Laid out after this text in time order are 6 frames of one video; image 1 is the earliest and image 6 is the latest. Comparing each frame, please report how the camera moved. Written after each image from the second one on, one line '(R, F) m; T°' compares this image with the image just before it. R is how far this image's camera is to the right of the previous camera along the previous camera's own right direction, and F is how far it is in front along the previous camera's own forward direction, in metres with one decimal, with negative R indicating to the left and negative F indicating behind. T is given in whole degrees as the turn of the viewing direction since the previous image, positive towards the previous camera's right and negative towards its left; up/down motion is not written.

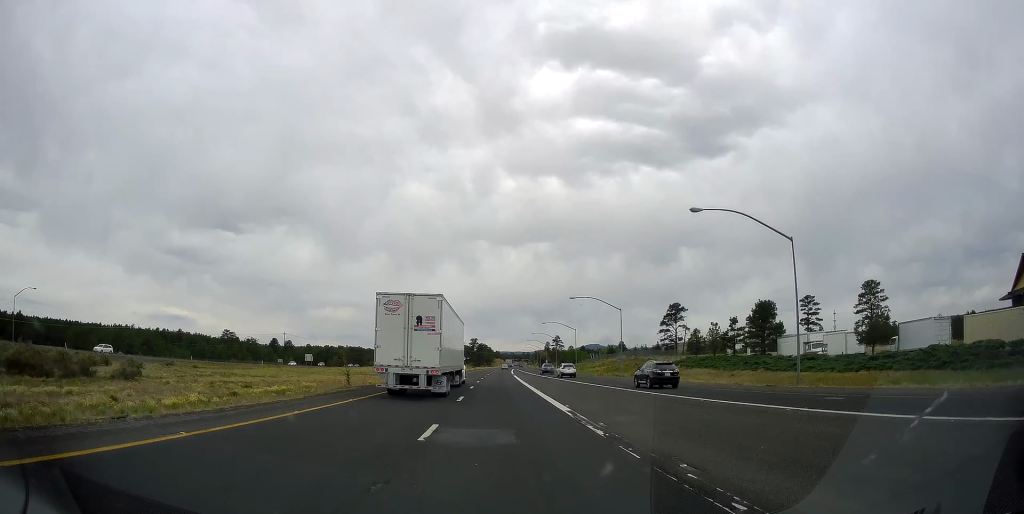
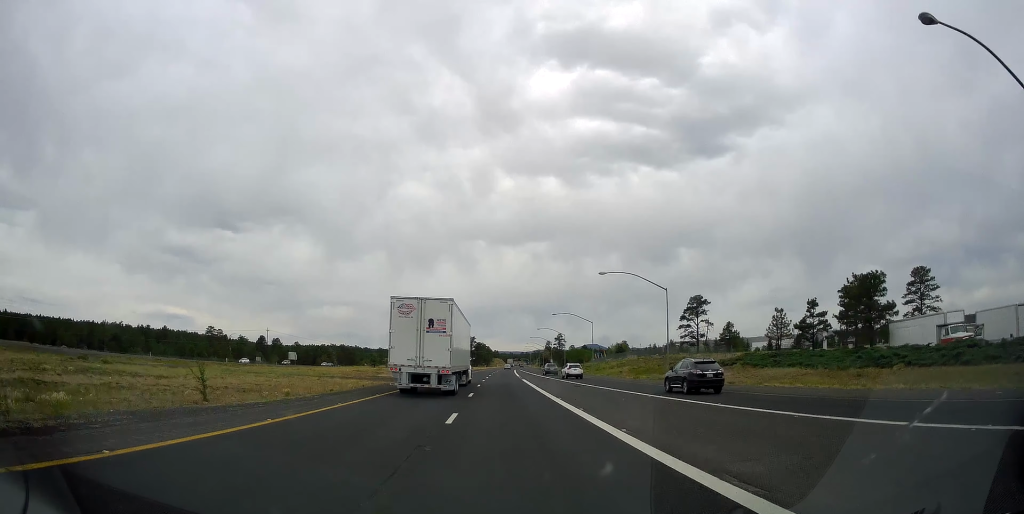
(+0.2, +21.2) m; +1°
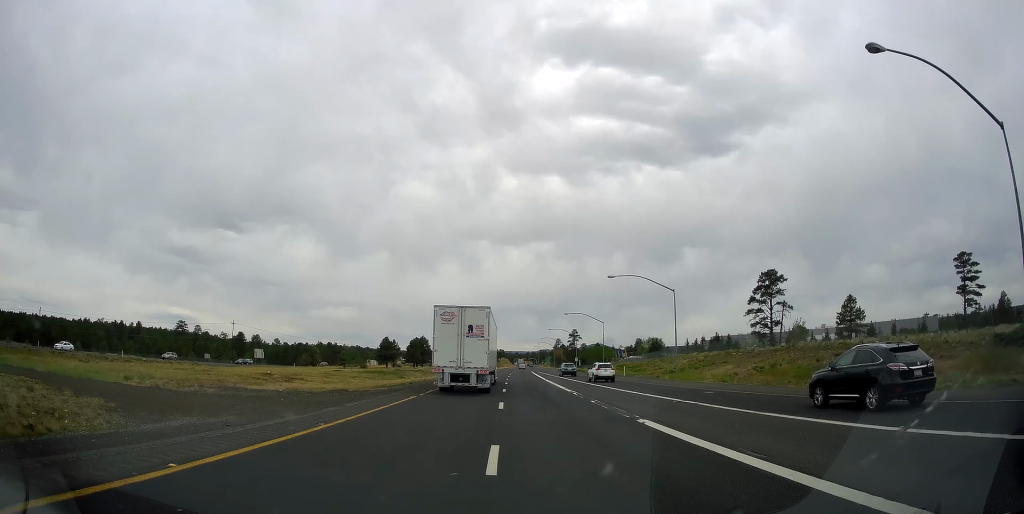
(-0.2, +43.4) m; -1°
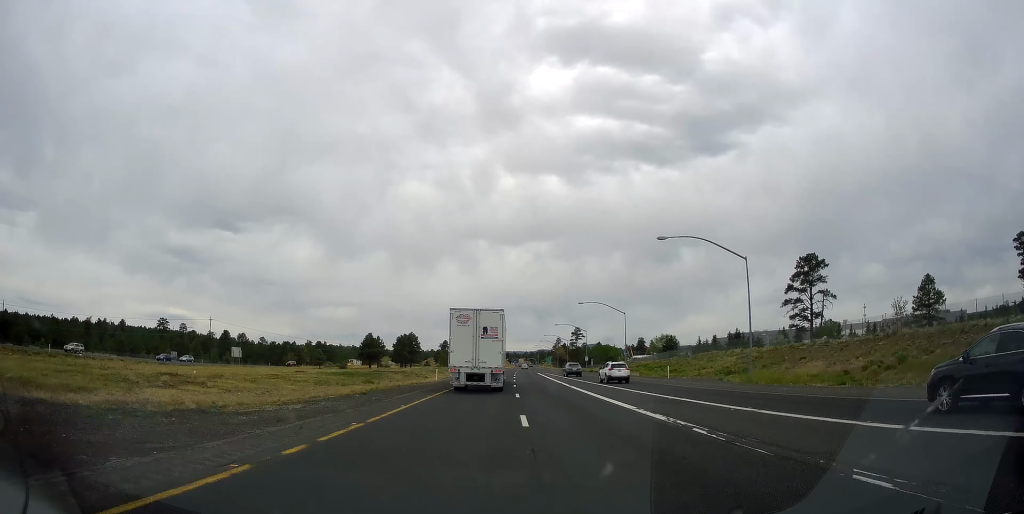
(-0.5, +18.2) m; 0°
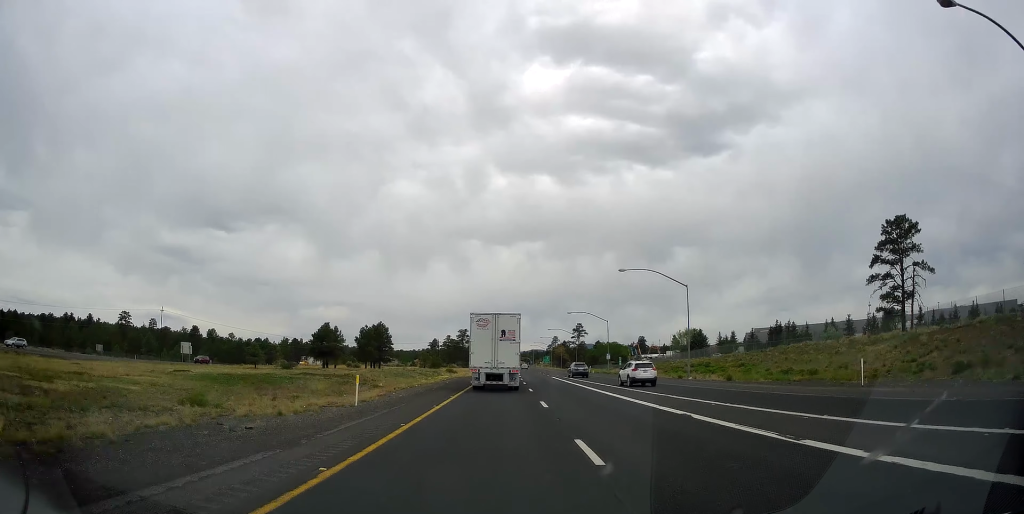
(+0.9, +30.3) m; +1°
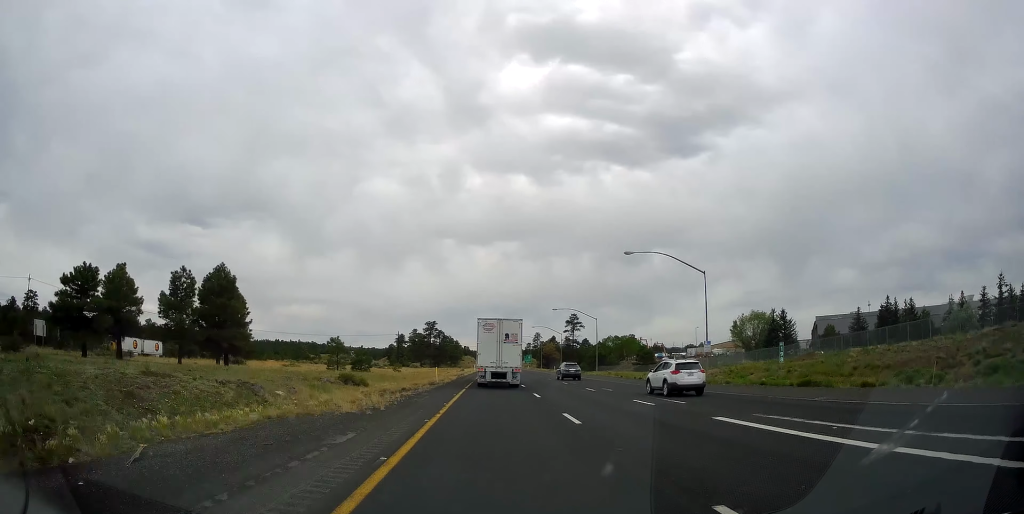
(+0.3, +54.9) m; +1°
